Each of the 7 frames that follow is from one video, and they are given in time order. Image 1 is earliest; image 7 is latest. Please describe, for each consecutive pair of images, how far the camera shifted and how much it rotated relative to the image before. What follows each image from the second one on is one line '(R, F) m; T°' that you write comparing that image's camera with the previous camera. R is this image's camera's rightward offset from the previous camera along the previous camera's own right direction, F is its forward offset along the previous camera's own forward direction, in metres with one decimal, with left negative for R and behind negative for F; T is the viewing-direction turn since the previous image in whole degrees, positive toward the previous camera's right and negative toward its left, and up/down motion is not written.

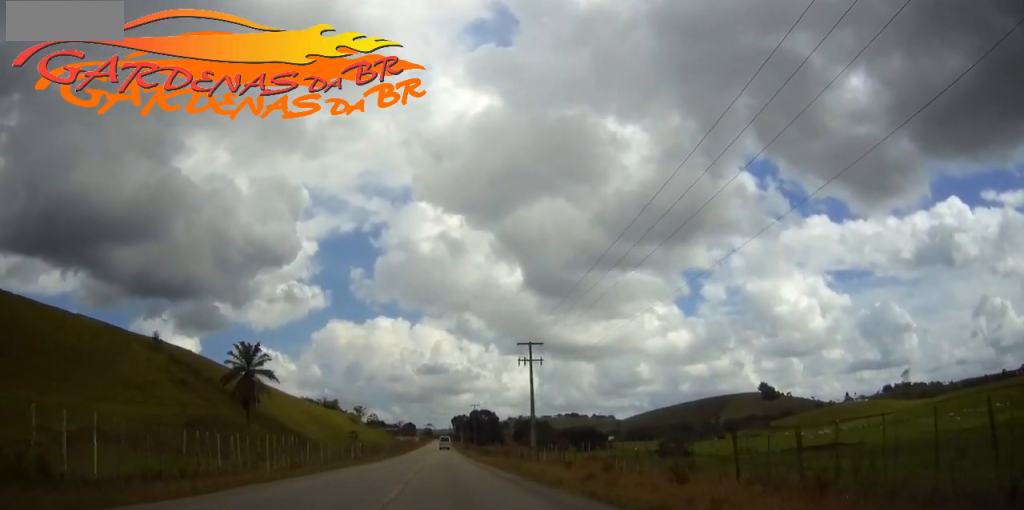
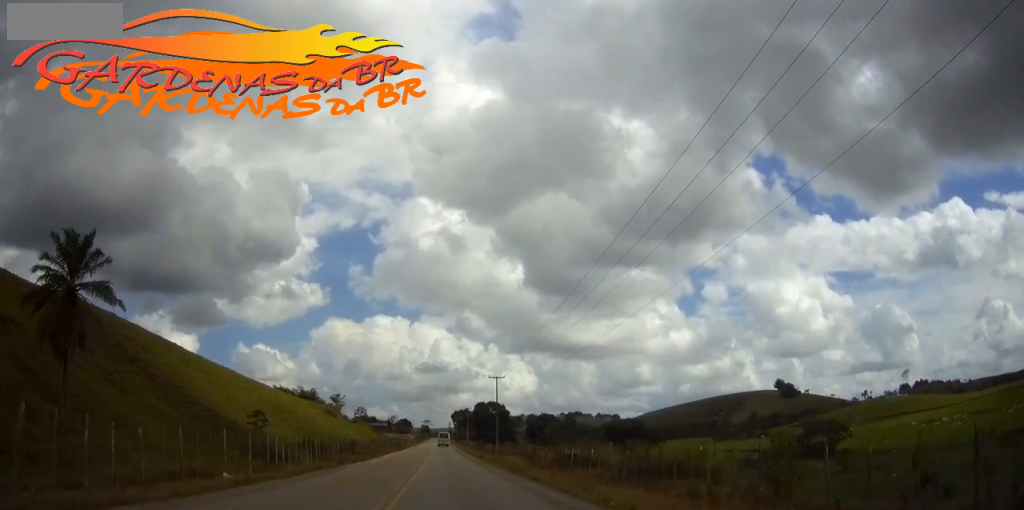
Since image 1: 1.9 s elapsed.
(-0.1, +53.5) m; 0°
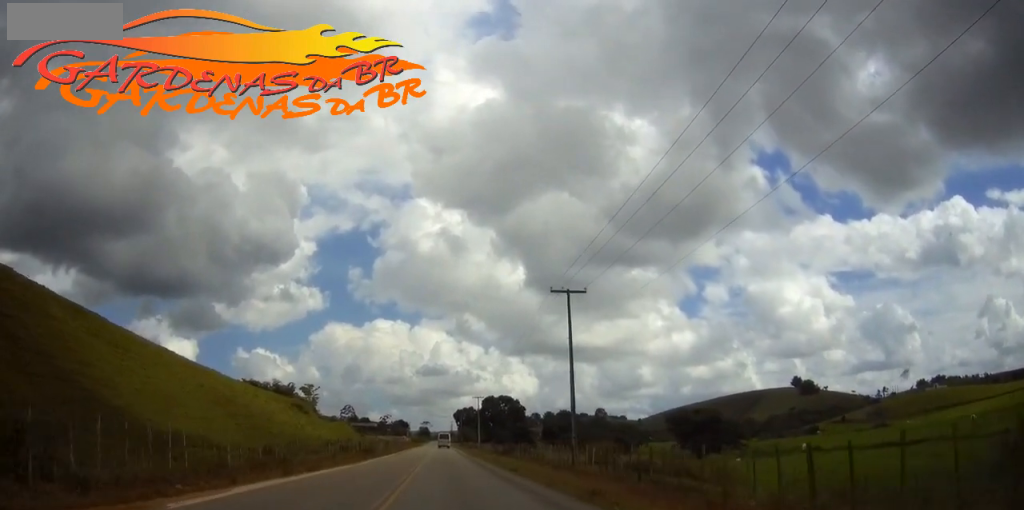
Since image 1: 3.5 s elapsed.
(0.0, +46.3) m; 0°
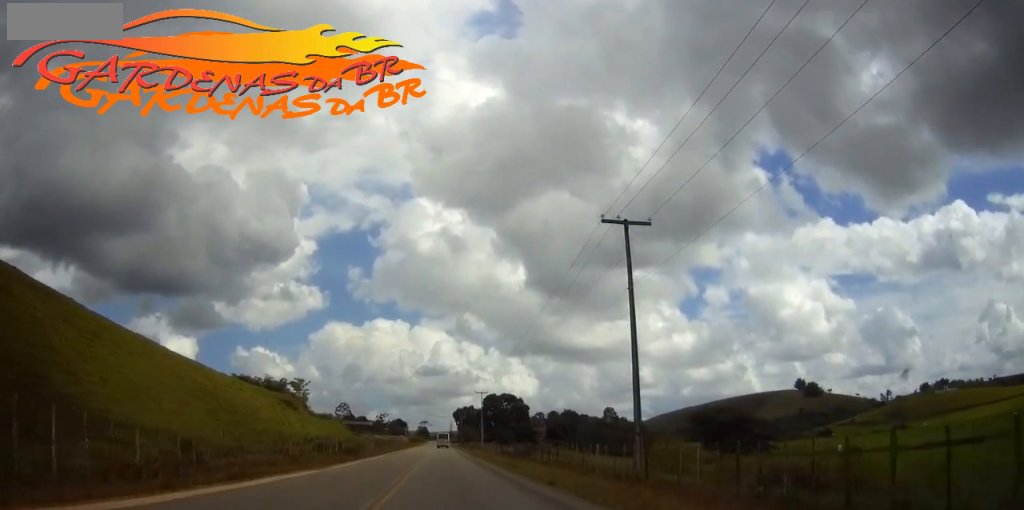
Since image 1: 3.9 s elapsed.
(0.0, +11.4) m; 0°
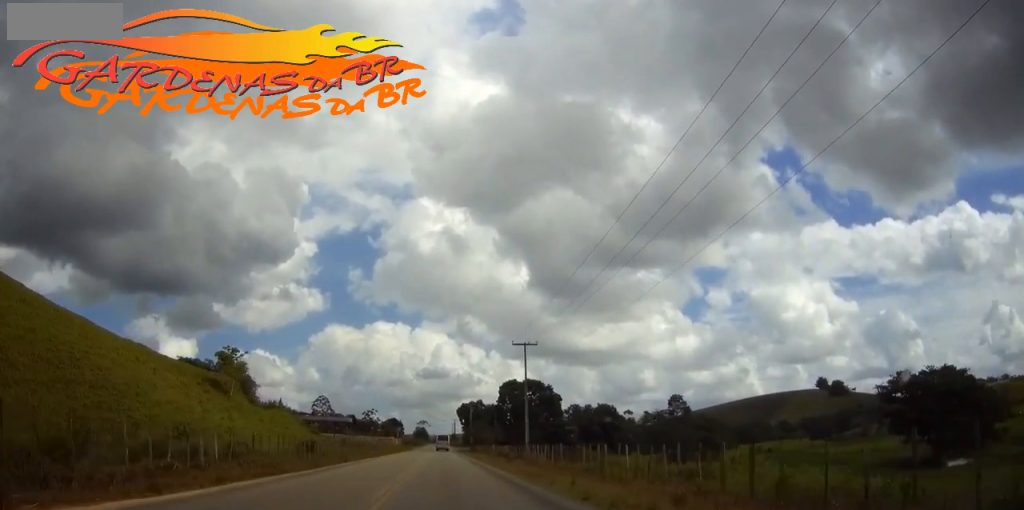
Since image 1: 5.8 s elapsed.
(0.0, +52.4) m; 0°
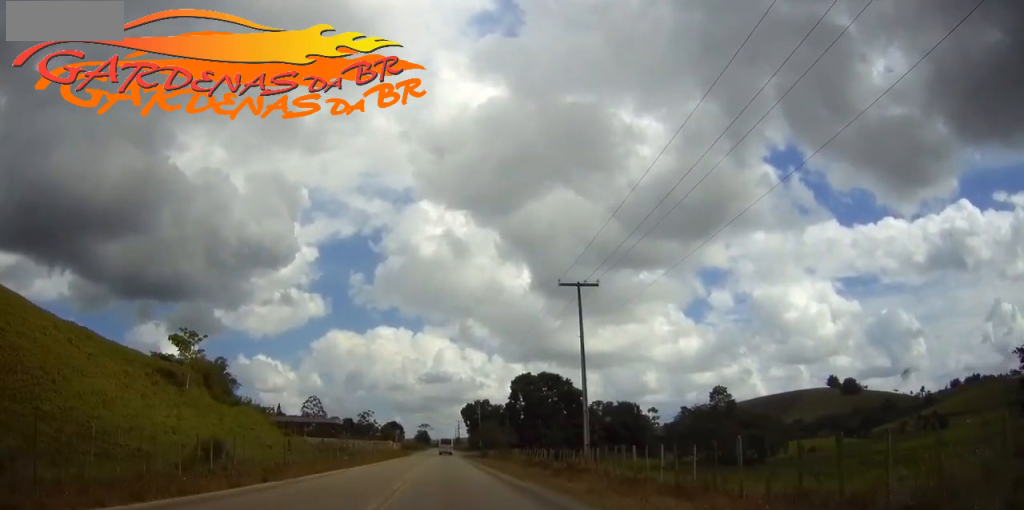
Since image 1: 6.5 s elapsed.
(0.0, +20.0) m; 0°
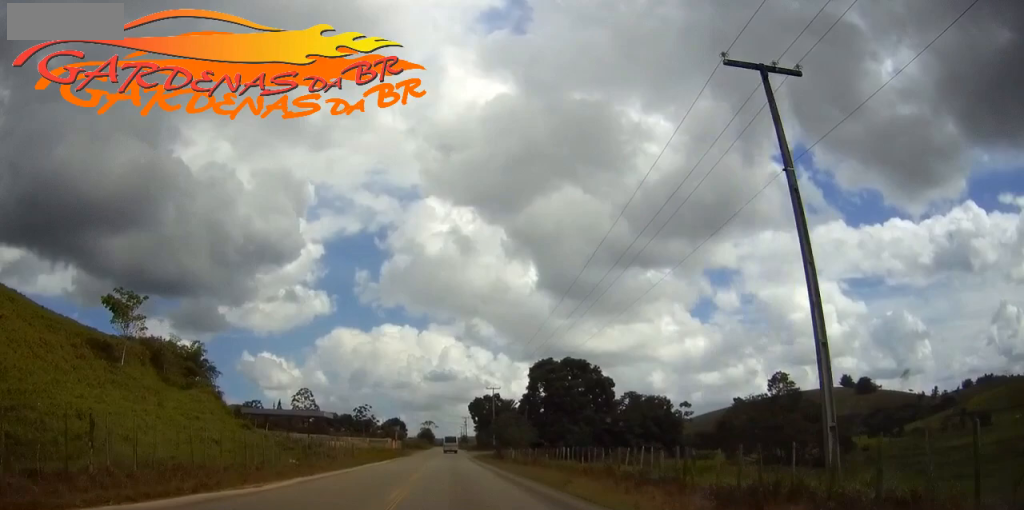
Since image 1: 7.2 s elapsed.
(-0.1, +20.0) m; 0°
